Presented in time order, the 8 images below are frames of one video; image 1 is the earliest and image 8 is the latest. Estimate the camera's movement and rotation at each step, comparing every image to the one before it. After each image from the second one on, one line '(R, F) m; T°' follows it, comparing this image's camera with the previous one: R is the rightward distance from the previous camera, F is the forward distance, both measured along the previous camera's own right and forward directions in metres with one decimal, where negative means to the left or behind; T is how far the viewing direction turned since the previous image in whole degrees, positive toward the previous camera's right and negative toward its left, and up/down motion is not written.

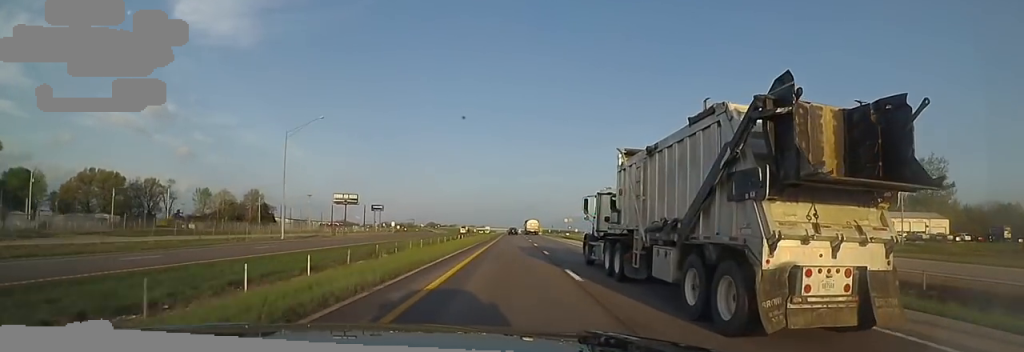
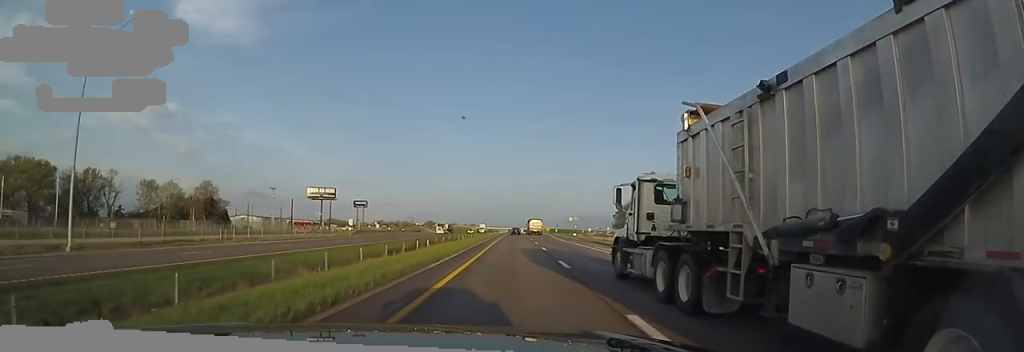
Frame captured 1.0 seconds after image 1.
(0.0, +33.3) m; 0°
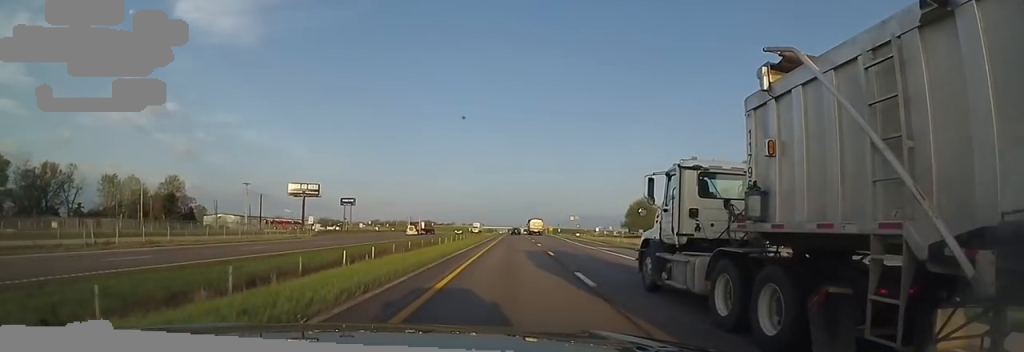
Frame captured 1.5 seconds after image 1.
(-0.5, +17.9) m; 0°
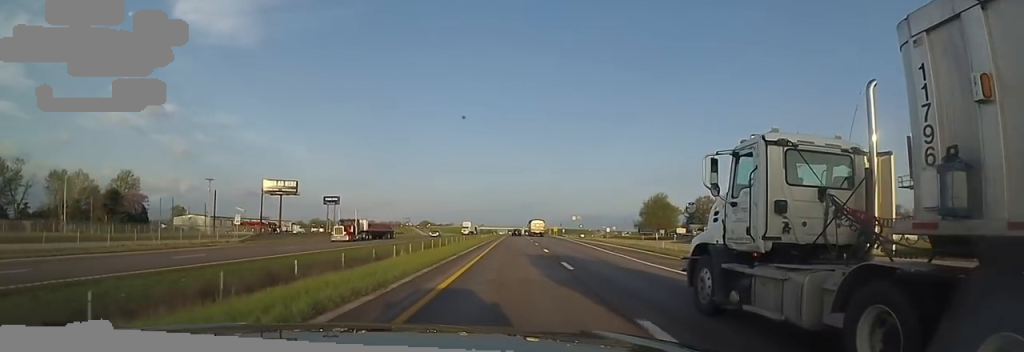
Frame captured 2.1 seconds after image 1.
(+0.8, +20.1) m; 0°
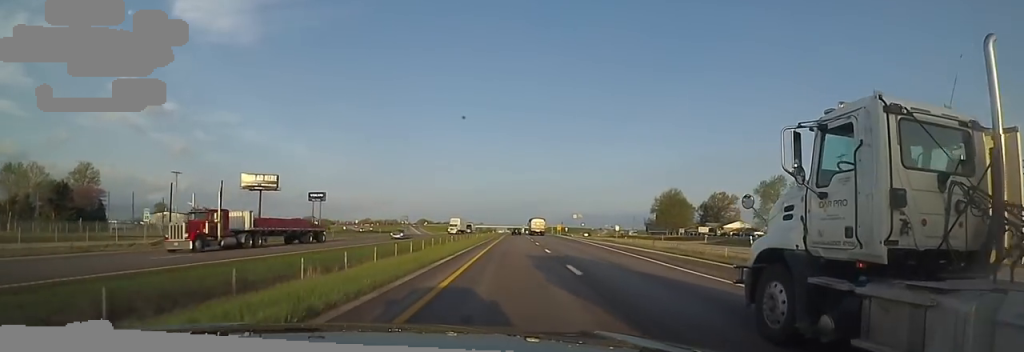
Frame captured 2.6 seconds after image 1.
(+0.3, +14.4) m; 0°
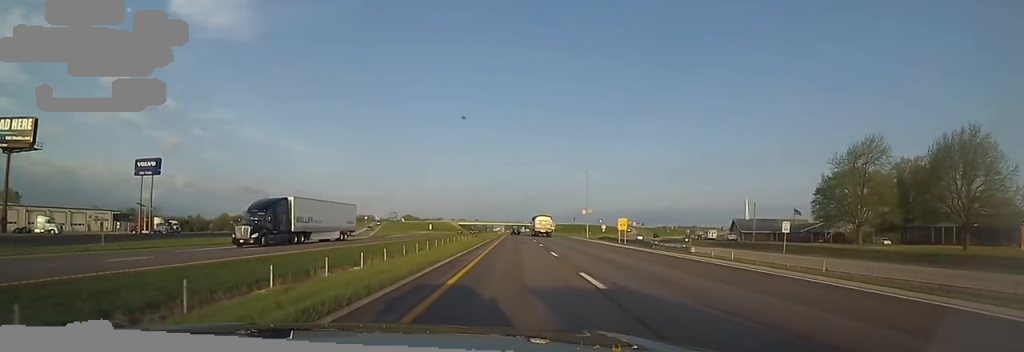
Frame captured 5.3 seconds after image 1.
(-1.2, +88.1) m; -1°
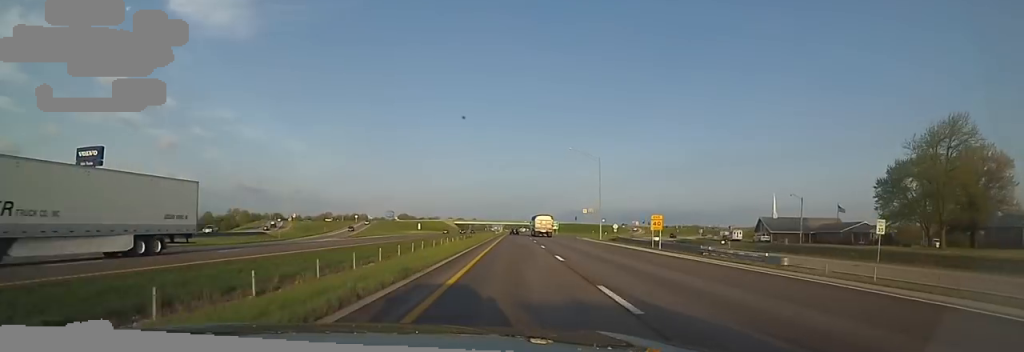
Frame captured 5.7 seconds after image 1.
(-0.1, +15.2) m; 0°
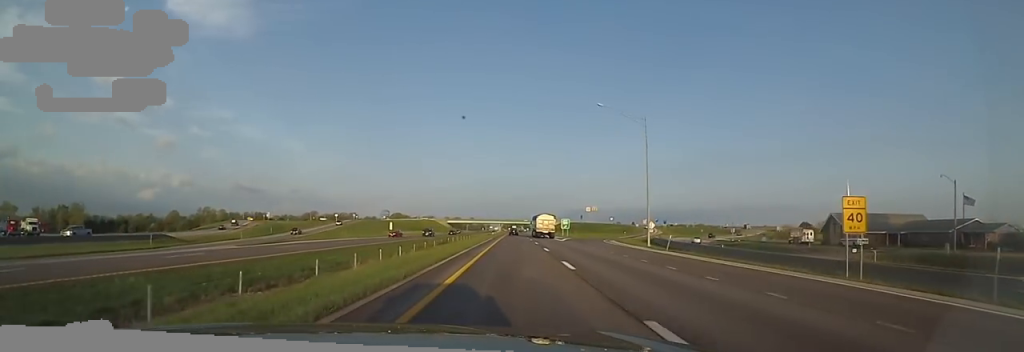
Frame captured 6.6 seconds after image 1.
(-0.1, +27.9) m; +1°
